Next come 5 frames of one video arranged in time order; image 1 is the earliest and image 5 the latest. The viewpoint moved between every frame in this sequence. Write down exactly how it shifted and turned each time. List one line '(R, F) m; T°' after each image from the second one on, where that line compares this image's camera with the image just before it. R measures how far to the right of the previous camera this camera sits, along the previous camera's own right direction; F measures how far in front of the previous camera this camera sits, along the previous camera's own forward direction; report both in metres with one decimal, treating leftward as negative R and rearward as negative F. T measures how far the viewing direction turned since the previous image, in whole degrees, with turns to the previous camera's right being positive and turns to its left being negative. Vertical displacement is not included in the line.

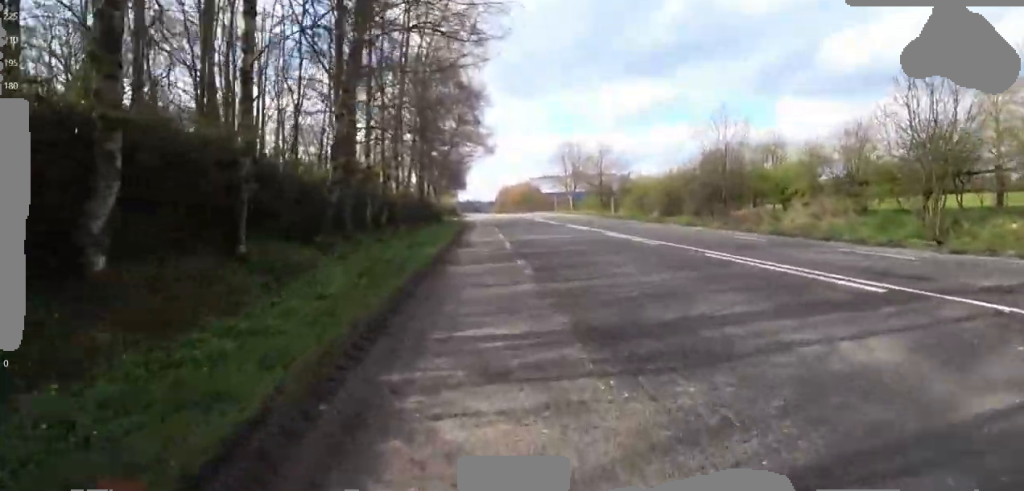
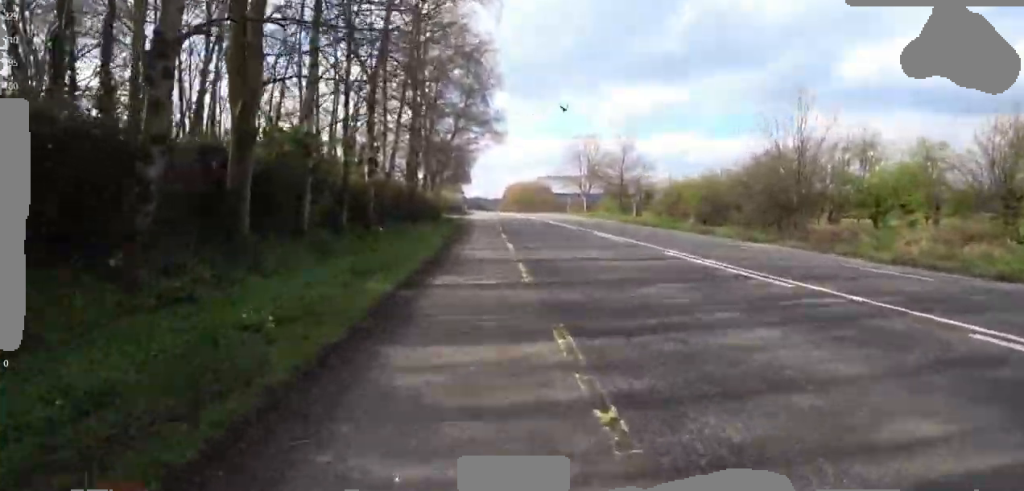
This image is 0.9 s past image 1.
(-0.2, +5.0) m; 0°
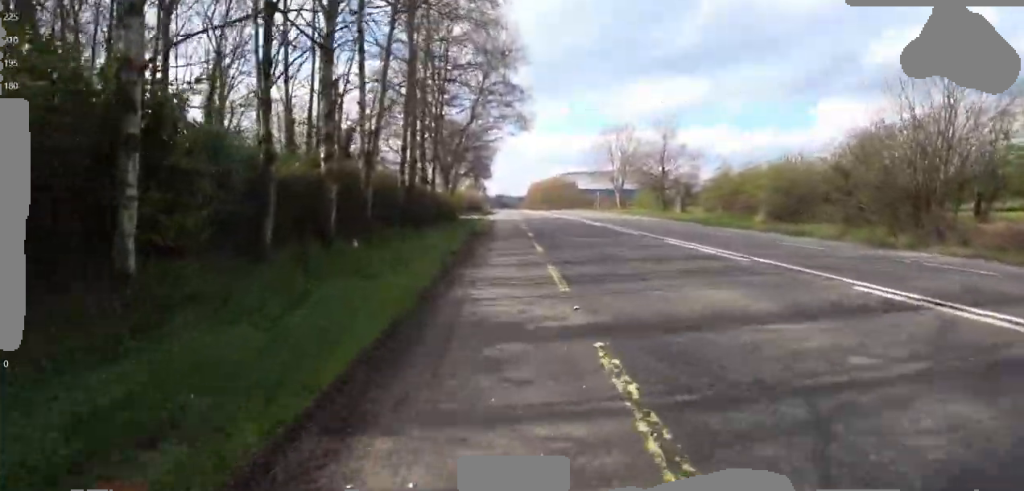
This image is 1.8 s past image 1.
(+0.3, +5.0) m; 0°
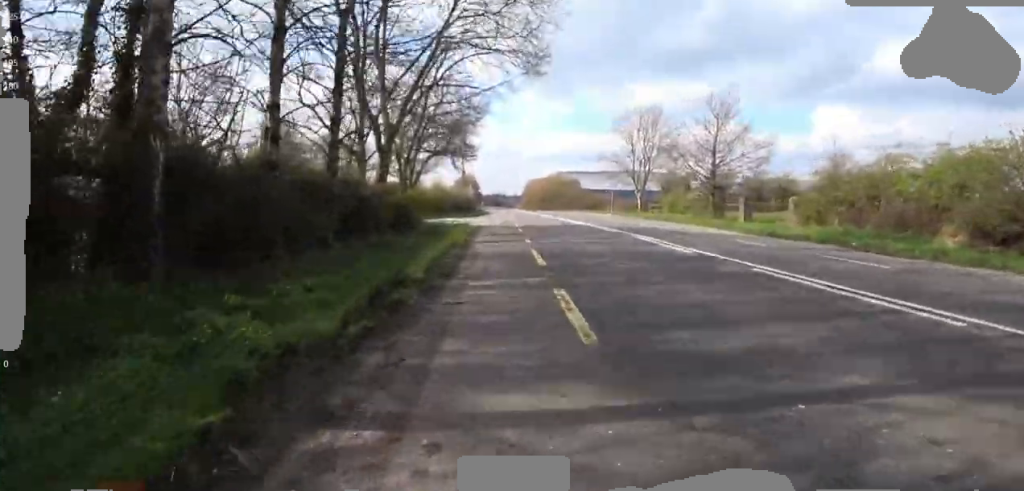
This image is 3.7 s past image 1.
(0.0, +11.2) m; -1°
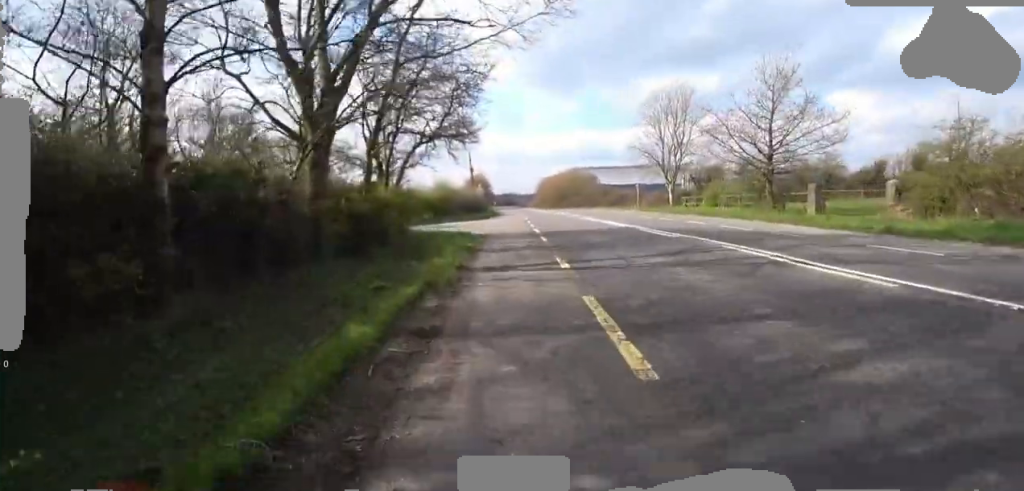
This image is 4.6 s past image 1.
(-0.4, +5.3) m; -5°
